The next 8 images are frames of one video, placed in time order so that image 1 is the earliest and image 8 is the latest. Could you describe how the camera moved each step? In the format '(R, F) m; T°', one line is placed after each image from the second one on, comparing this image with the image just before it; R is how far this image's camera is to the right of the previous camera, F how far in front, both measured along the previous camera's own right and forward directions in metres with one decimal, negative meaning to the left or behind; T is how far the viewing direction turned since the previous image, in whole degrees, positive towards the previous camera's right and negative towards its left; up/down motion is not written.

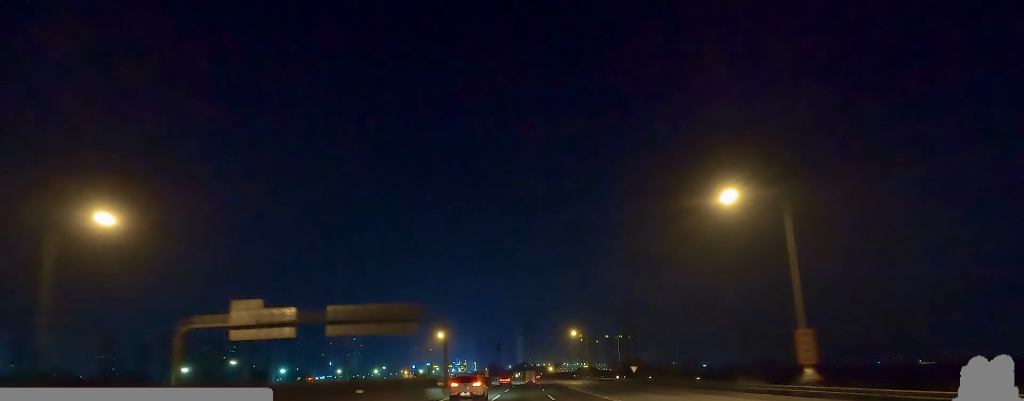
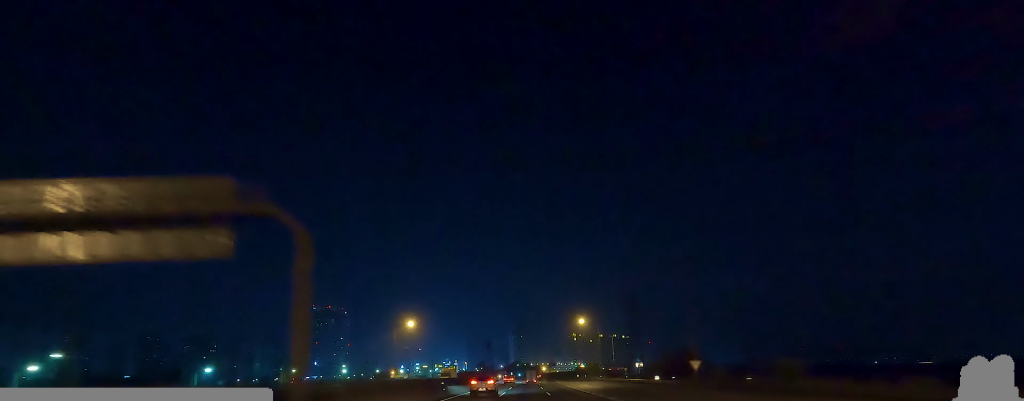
(0.0, +31.7) m; 0°
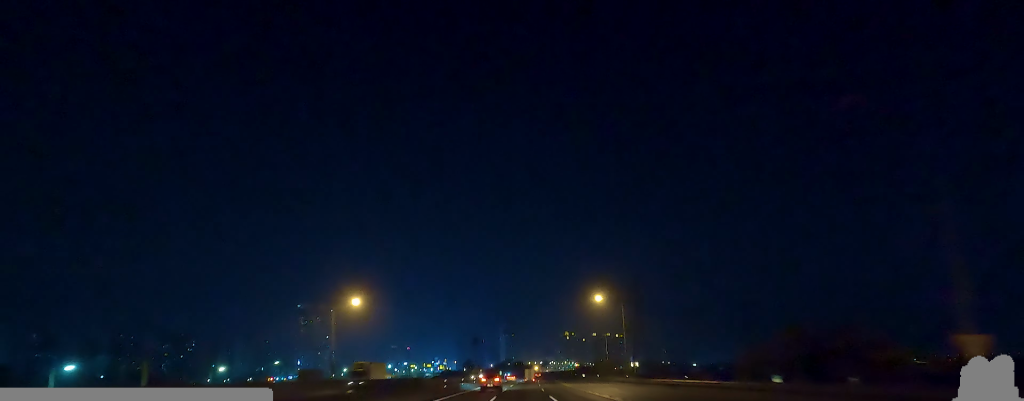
(+0.4, +32.7) m; +2°
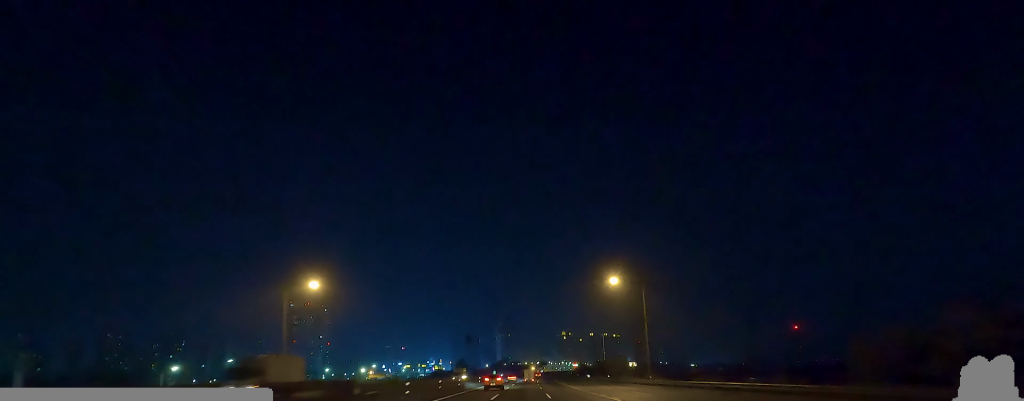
(+0.1, +15.0) m; 0°
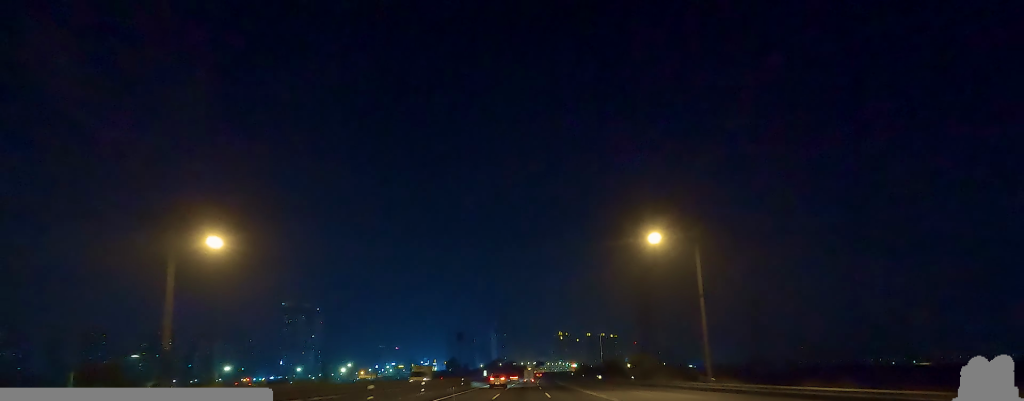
(0.0, +20.2) m; 0°
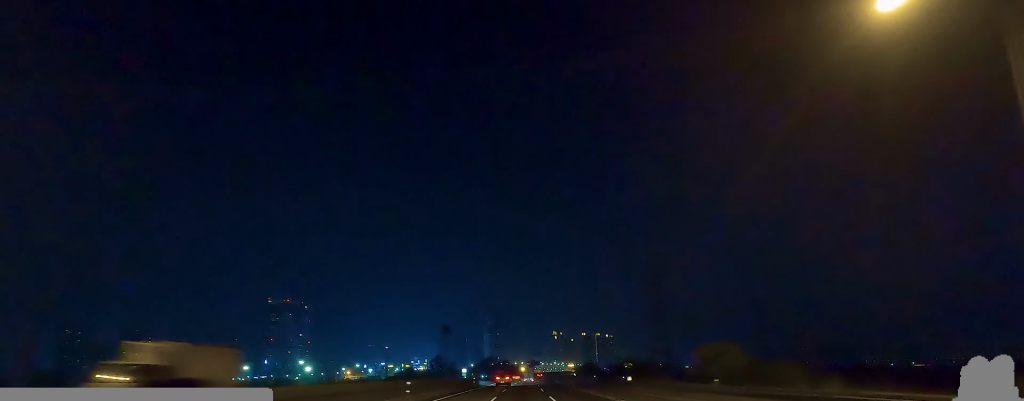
(0.0, +28.1) m; 0°
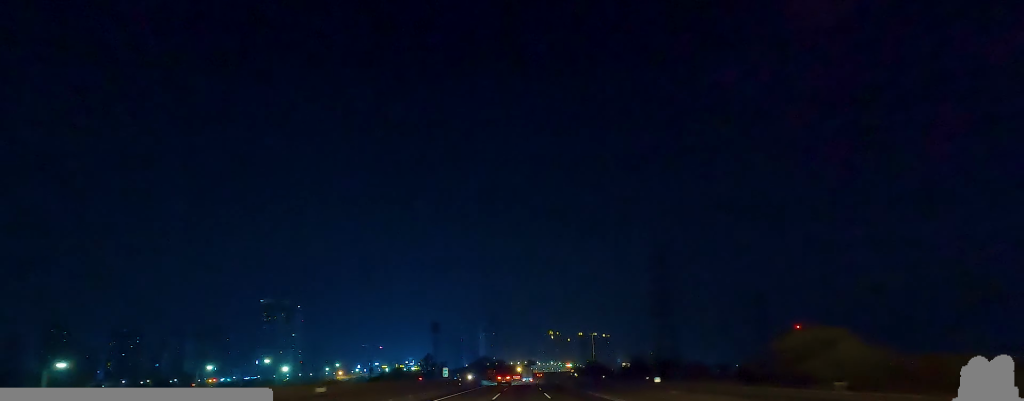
(0.0, +14.1) m; 0°
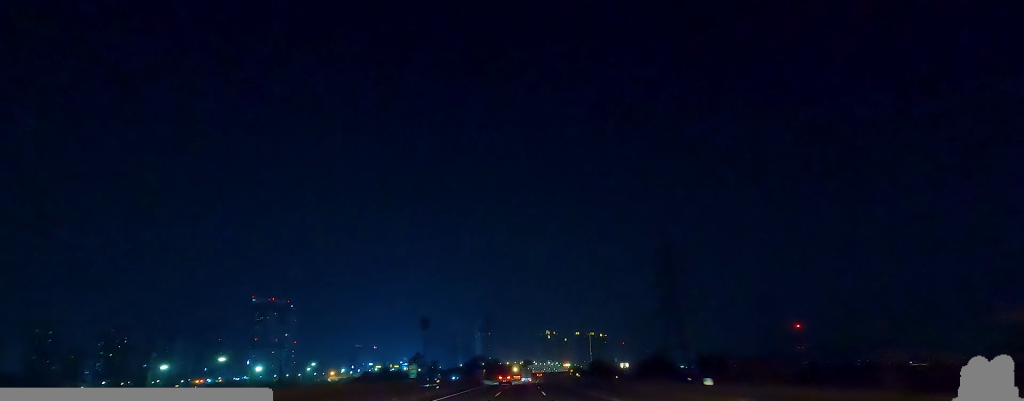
(0.0, +14.1) m; 0°
